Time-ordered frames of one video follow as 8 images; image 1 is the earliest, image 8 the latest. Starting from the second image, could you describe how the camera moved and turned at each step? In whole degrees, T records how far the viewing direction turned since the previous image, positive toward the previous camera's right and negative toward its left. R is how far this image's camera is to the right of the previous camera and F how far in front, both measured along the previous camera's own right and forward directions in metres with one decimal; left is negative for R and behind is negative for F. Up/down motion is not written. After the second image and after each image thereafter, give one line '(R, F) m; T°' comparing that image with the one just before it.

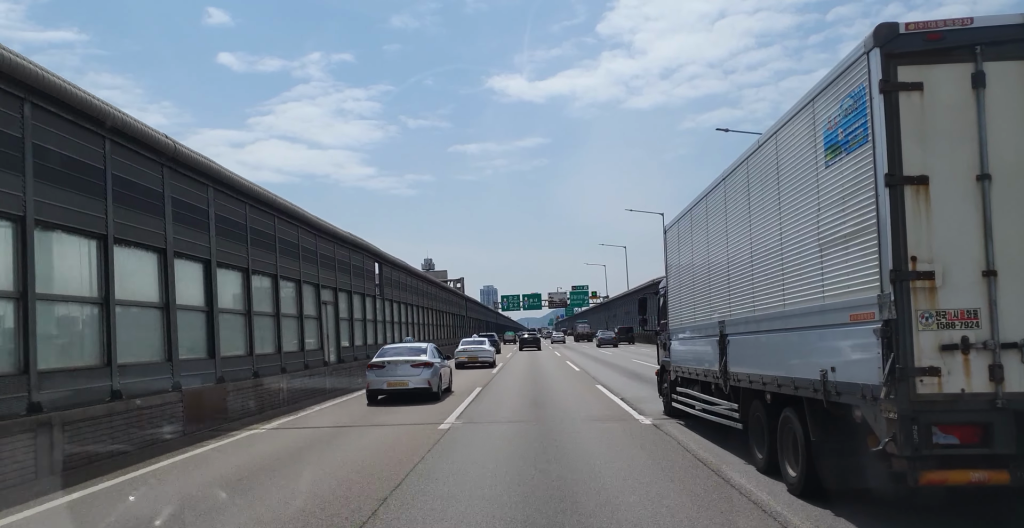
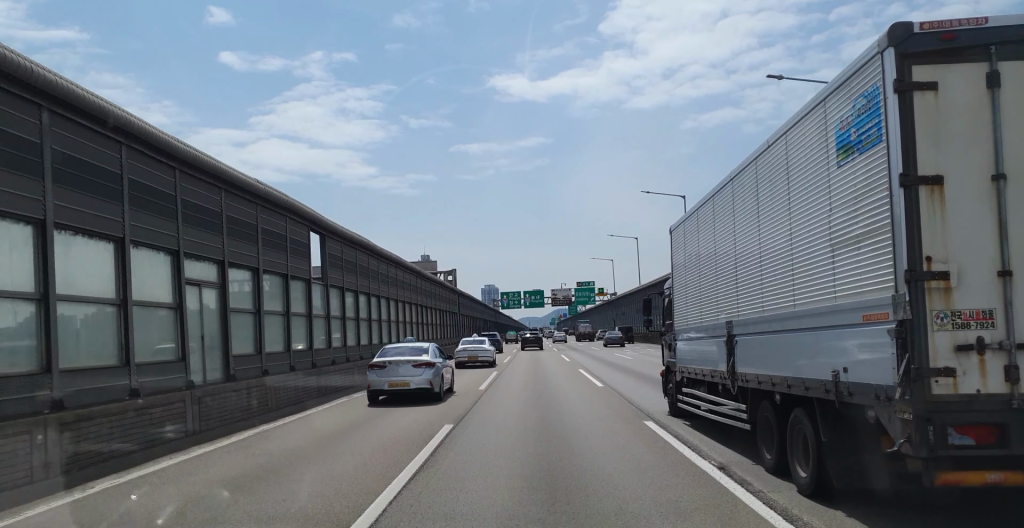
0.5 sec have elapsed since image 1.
(-0.1, +10.0) m; 0°
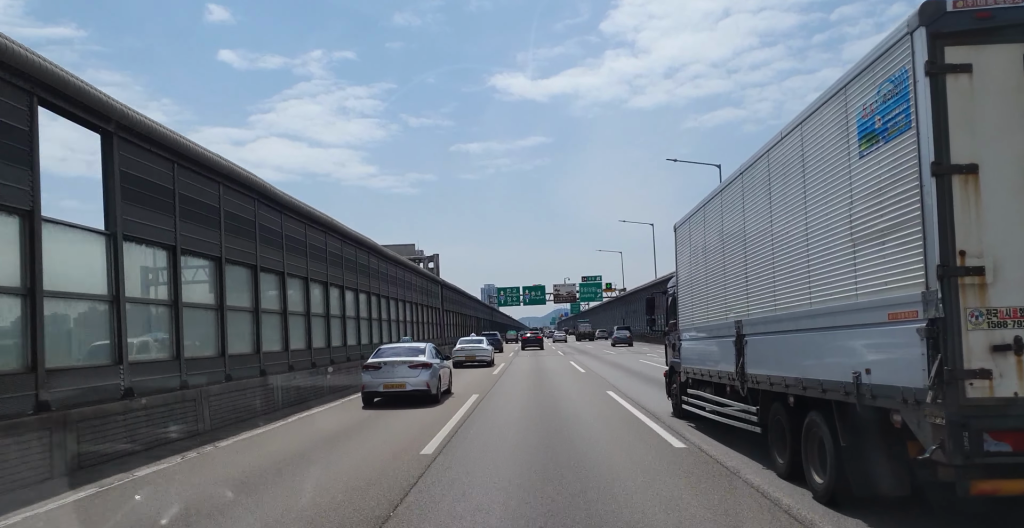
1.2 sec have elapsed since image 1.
(-0.3, +12.8) m; 0°
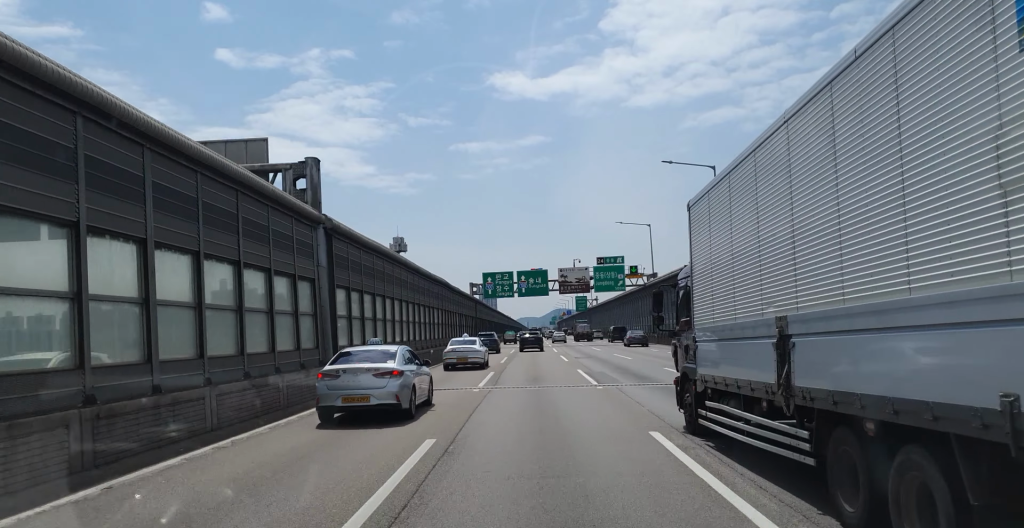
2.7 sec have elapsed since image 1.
(+0.9, +30.4) m; +2°
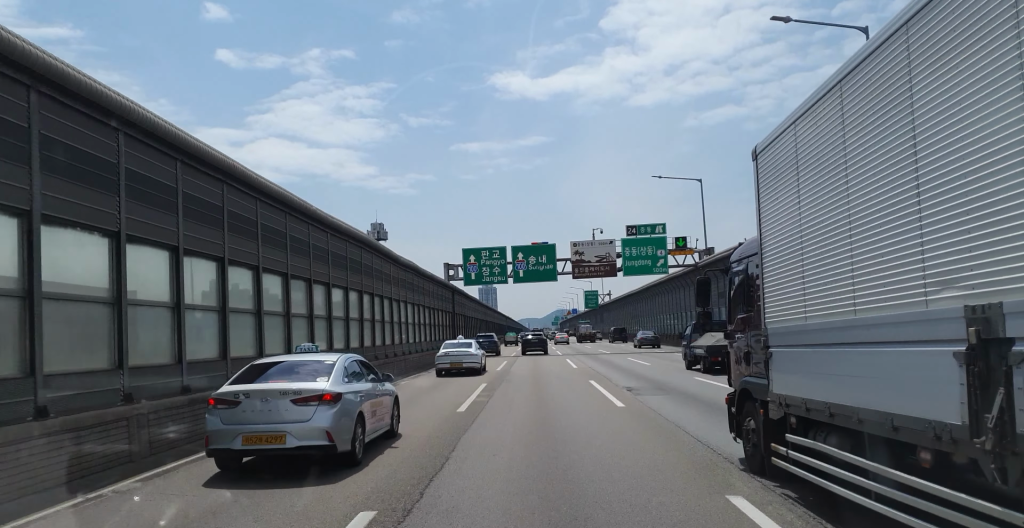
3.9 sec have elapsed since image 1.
(-0.1, +25.6) m; 0°
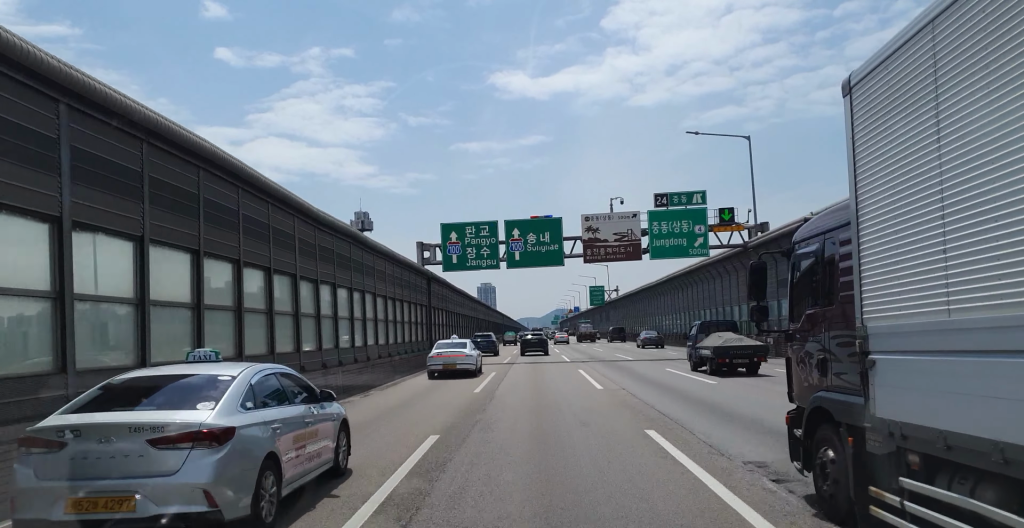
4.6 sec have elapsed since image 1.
(0.0, +14.3) m; 0°
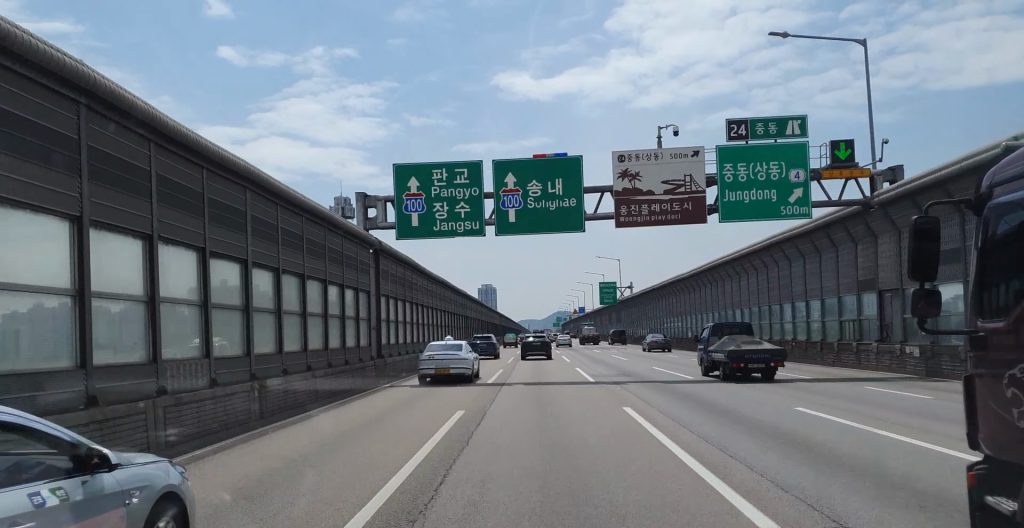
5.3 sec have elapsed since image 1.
(+0.2, +15.6) m; 0°
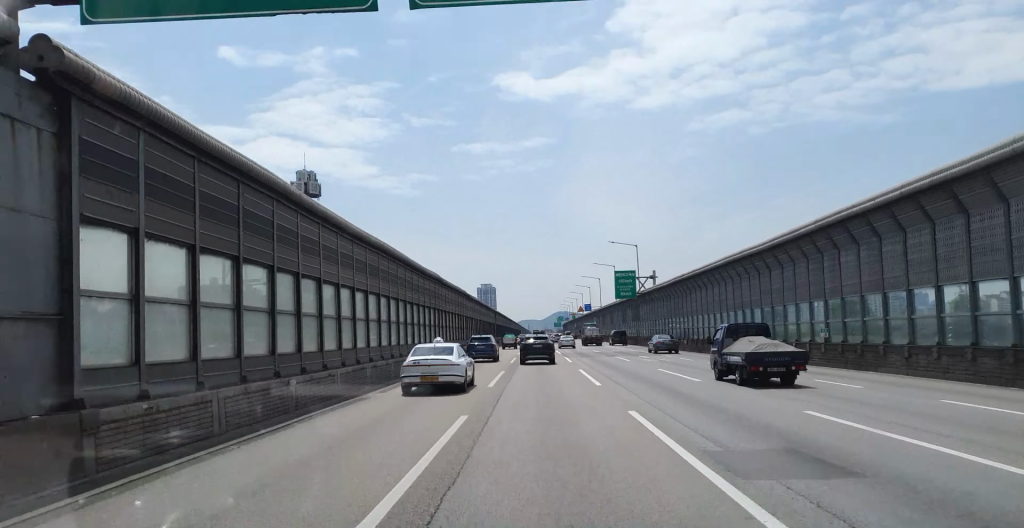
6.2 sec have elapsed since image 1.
(-0.3, +20.0) m; -1°
